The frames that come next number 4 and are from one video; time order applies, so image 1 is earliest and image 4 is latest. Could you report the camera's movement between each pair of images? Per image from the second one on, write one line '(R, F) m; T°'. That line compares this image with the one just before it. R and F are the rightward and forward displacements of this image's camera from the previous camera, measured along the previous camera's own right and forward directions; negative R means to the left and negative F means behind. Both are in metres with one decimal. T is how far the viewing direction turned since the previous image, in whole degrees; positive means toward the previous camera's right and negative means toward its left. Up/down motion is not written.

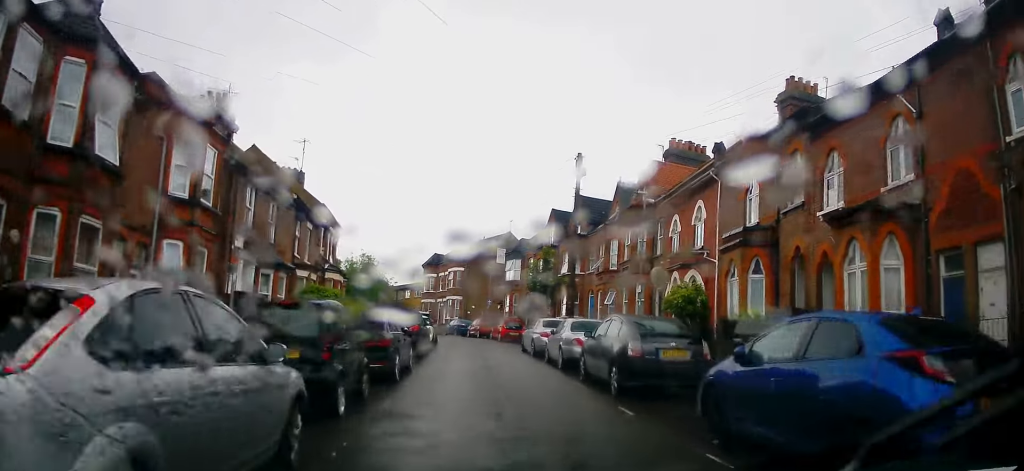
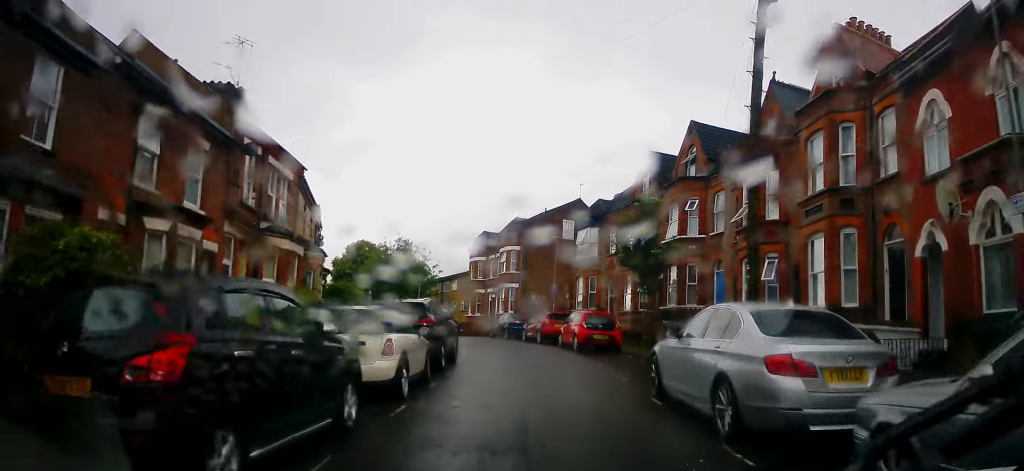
(0.0, +15.6) m; -3°
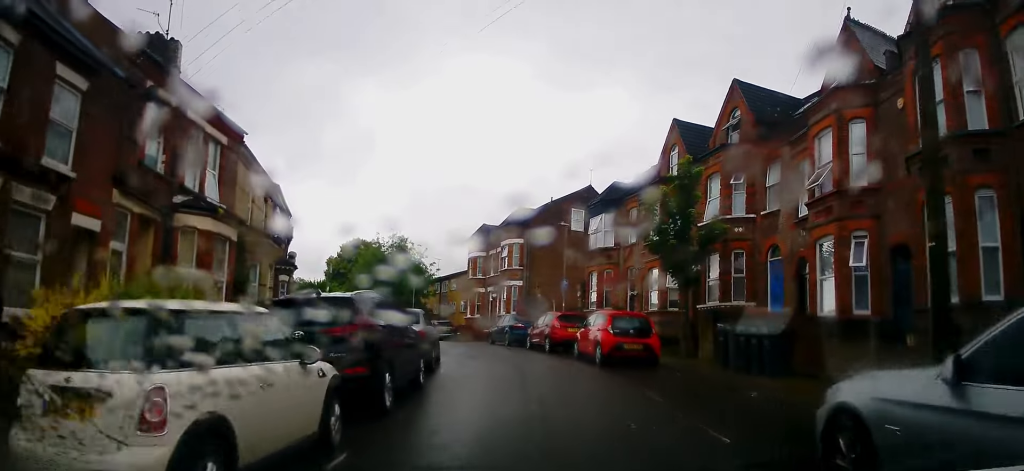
(-0.3, +5.7) m; -4°
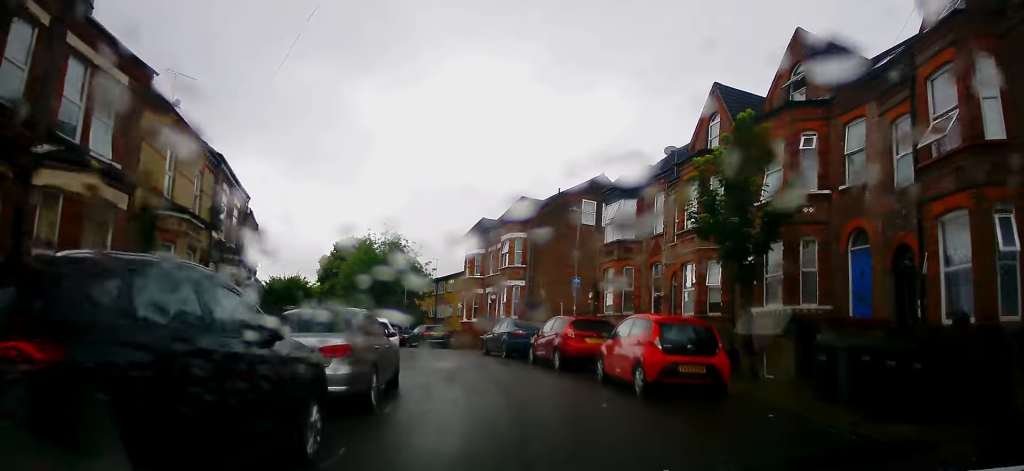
(0.0, +5.5) m; +4°
